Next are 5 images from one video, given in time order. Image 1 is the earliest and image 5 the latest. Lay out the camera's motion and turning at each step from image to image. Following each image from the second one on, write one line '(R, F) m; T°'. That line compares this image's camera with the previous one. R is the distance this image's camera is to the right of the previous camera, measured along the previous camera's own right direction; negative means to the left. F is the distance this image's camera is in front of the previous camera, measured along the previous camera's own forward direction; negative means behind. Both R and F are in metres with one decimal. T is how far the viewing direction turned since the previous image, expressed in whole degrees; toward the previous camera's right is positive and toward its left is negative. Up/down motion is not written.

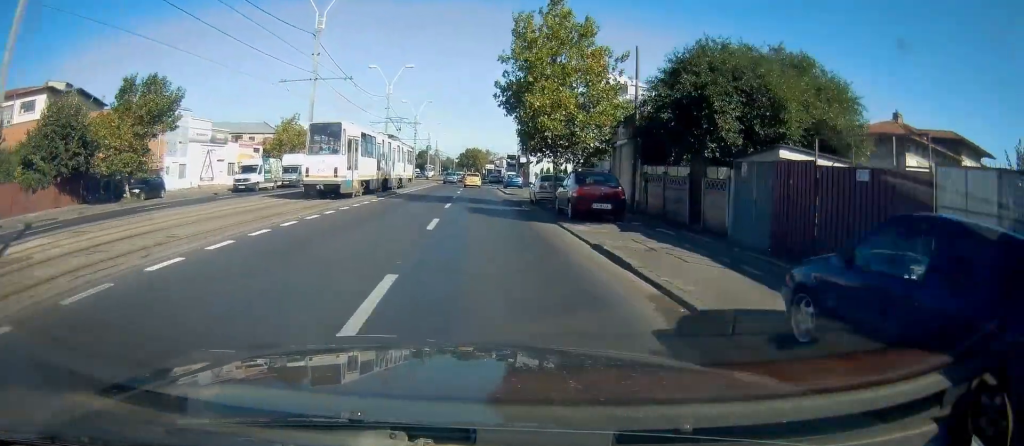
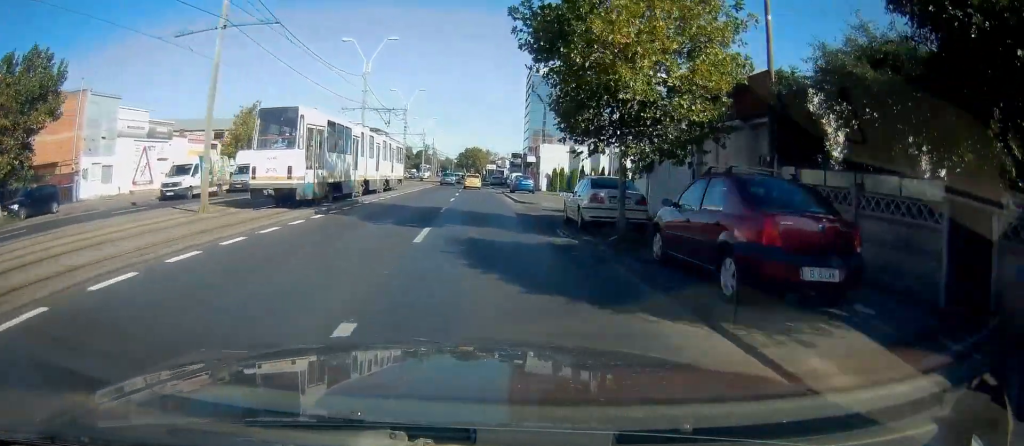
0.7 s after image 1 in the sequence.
(-0.1, +11.8) m; -1°
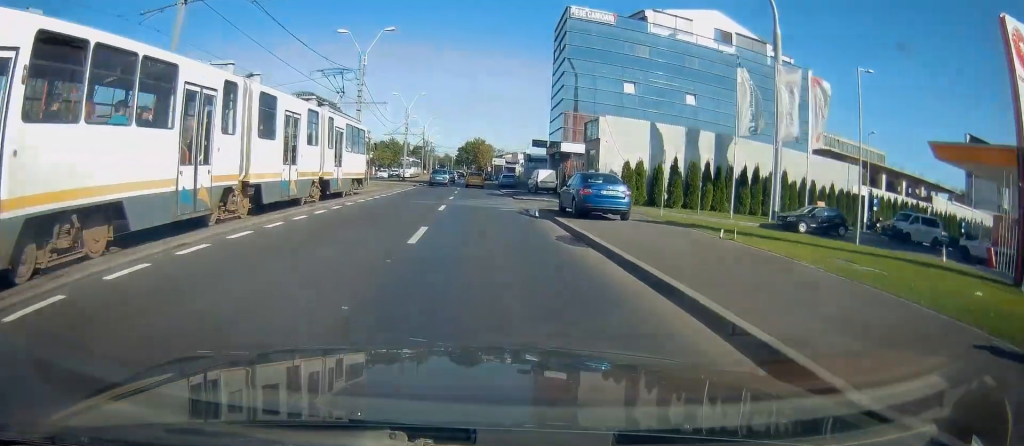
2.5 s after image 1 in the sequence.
(0.0, +27.9) m; 0°
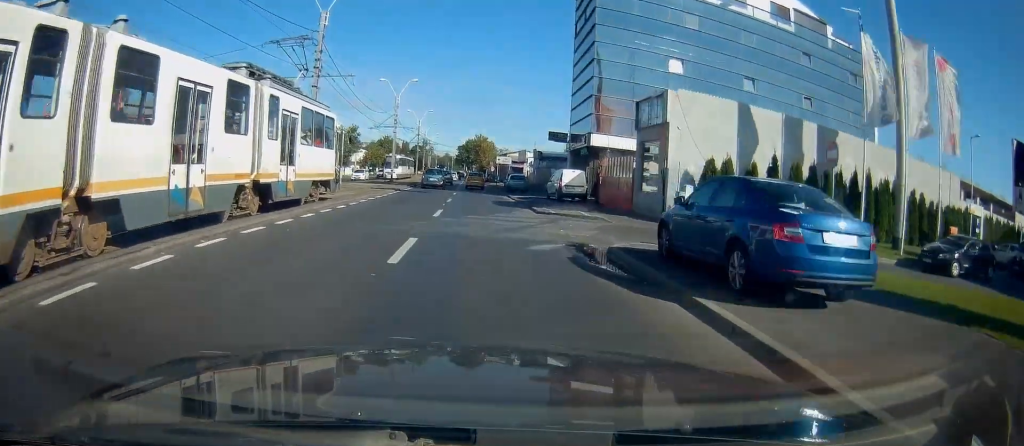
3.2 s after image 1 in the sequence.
(-0.1, +11.6) m; 0°
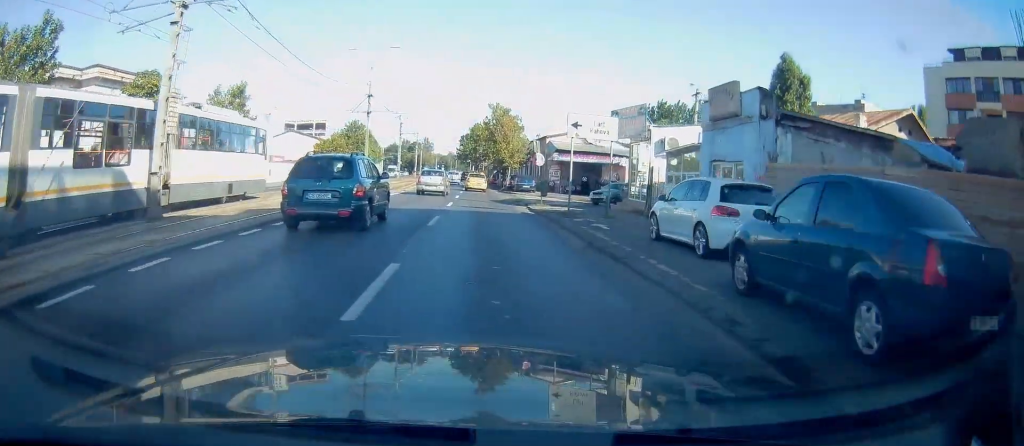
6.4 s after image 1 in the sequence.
(0.0, +49.8) m; 0°
